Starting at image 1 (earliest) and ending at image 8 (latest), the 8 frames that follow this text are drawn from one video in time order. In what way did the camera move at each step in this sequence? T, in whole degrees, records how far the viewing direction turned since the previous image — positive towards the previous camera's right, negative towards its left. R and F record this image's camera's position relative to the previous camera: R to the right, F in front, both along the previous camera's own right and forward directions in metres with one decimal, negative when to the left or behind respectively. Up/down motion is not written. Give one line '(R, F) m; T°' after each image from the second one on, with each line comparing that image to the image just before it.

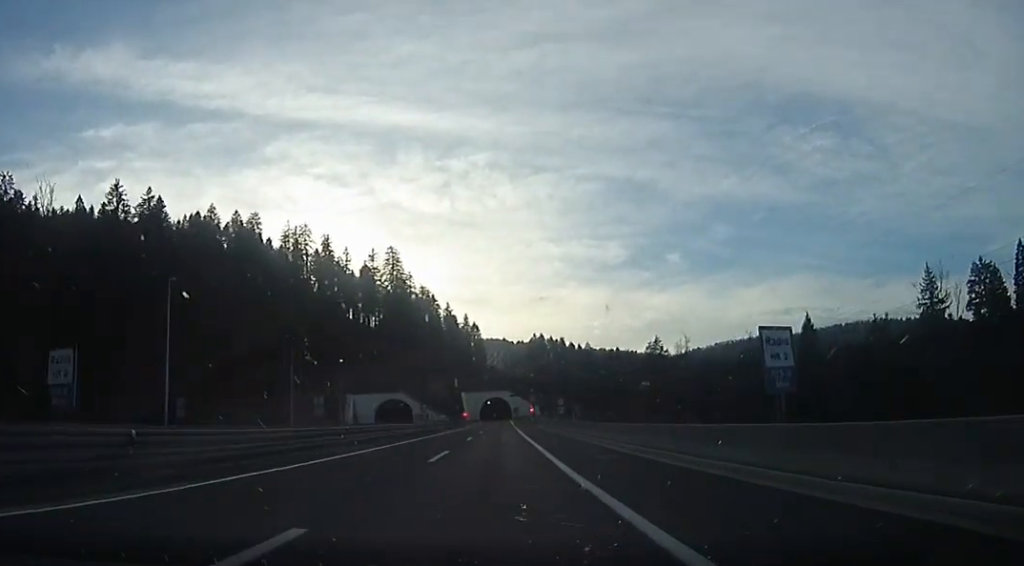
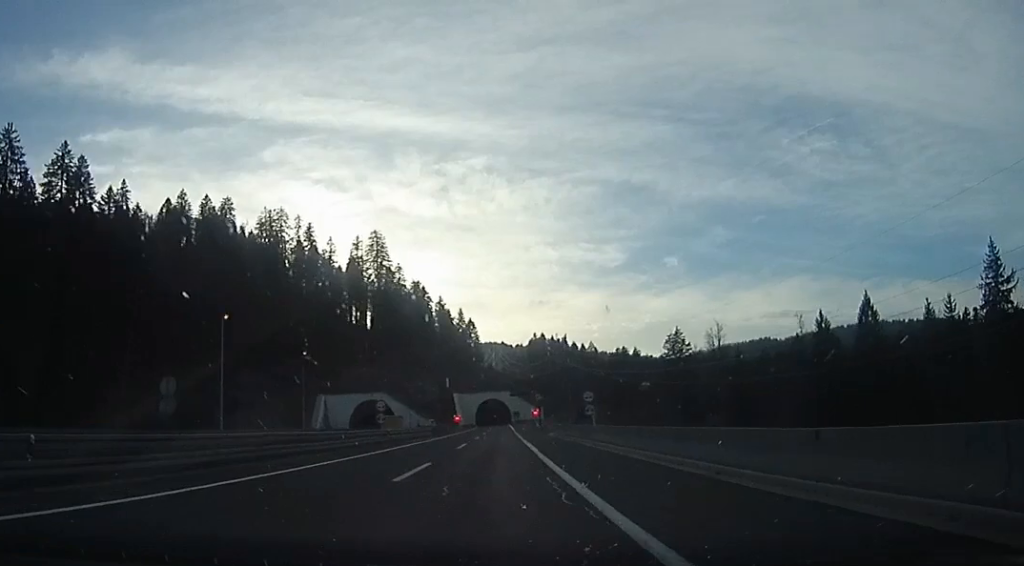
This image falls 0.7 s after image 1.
(-0.2, +20.8) m; +2°
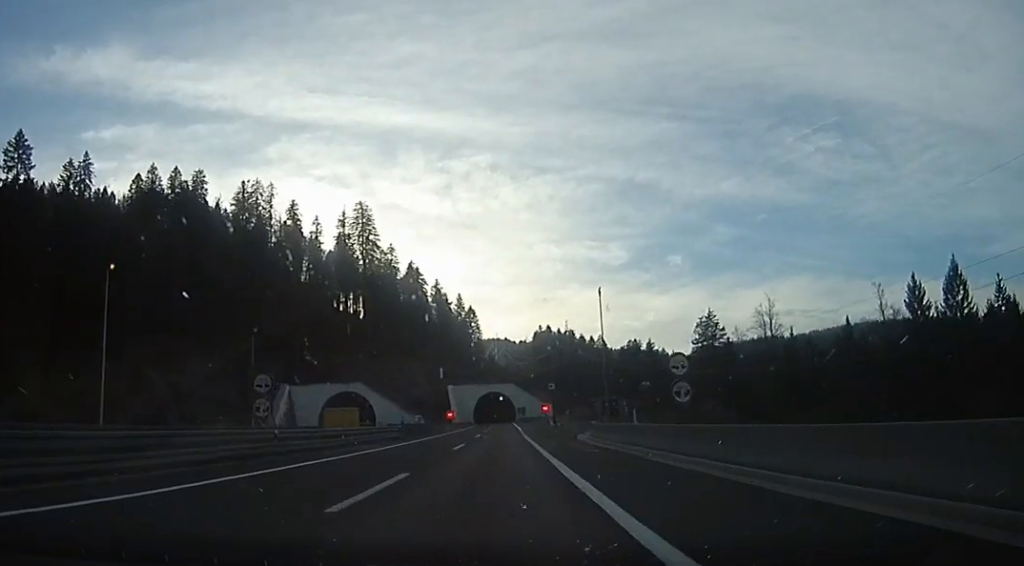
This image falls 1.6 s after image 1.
(+0.9, +23.0) m; 0°
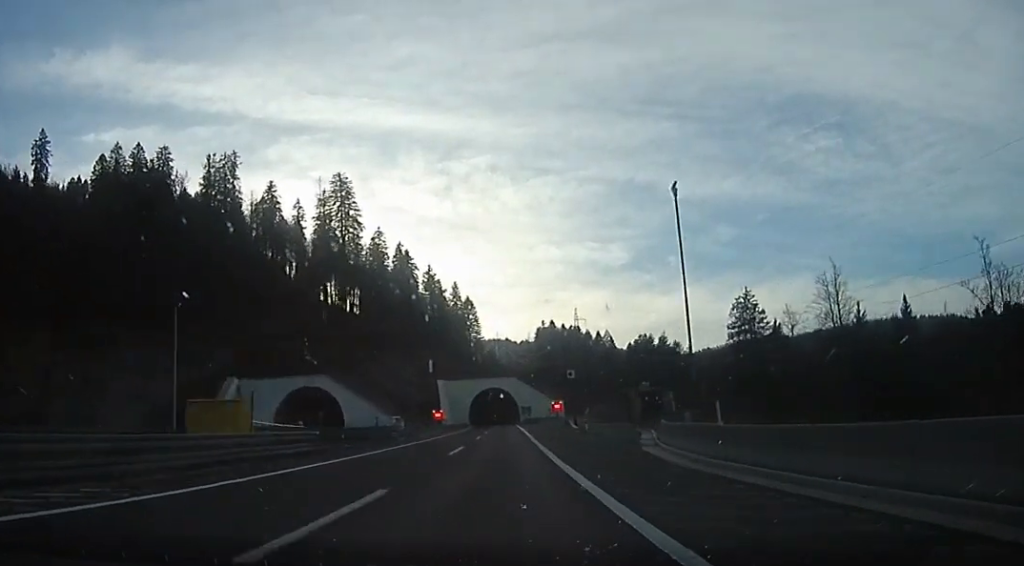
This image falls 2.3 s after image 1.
(-0.3, +21.1) m; -1°
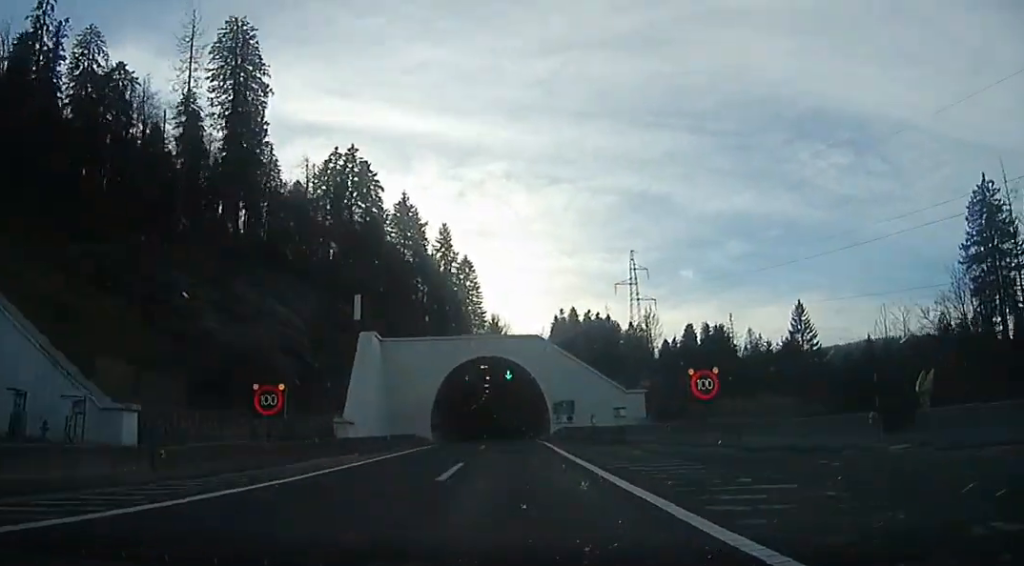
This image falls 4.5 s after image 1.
(-1.3, +62.5) m; -1°
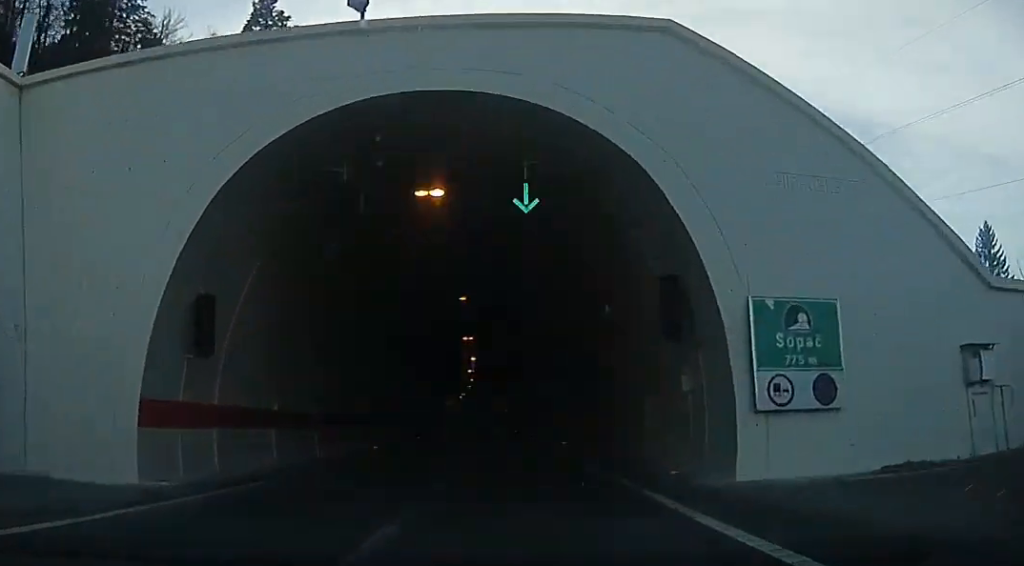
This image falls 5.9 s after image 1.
(+0.2, +40.3) m; 0°
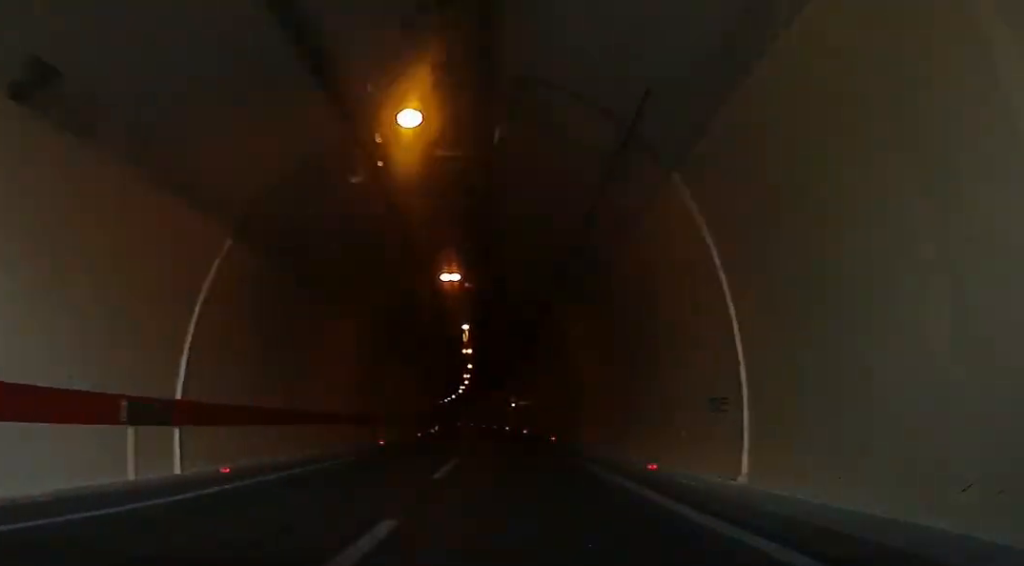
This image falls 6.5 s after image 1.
(-0.2, +15.5) m; 0°
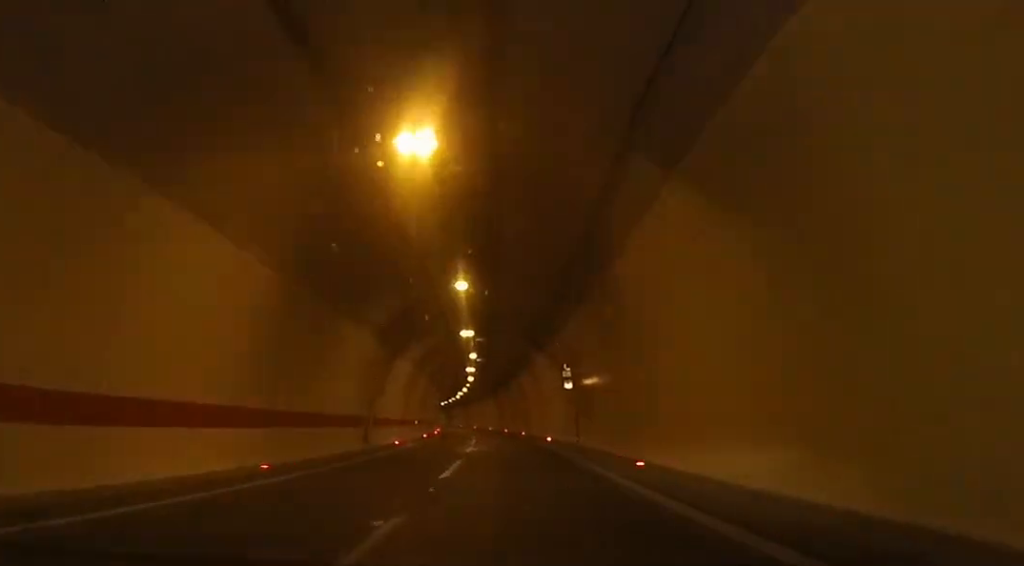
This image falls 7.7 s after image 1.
(-0.1, +34.6) m; 0°
